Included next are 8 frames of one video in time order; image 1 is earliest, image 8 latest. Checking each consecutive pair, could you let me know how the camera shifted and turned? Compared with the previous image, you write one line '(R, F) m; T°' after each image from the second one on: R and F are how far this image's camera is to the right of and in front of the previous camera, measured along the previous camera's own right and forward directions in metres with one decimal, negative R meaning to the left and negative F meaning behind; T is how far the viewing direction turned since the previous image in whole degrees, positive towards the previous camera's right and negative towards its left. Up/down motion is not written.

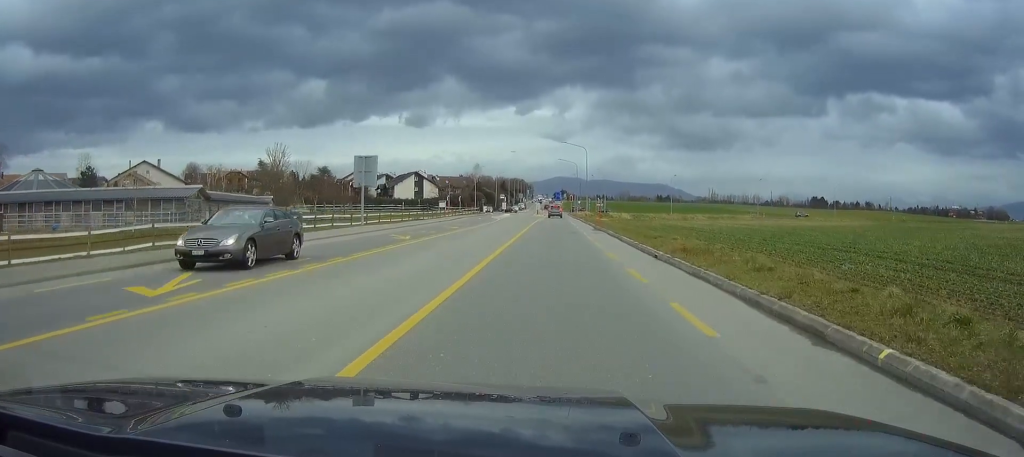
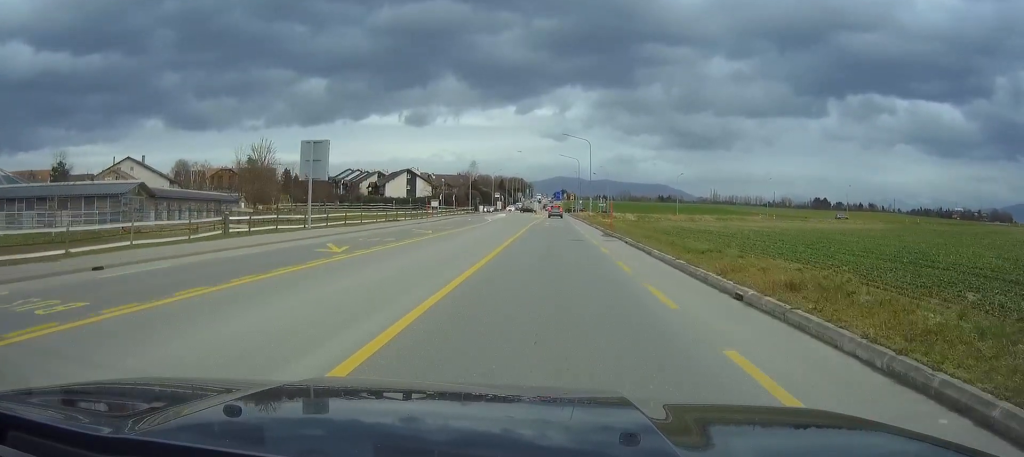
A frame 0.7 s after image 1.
(+0.1, +9.5) m; 0°
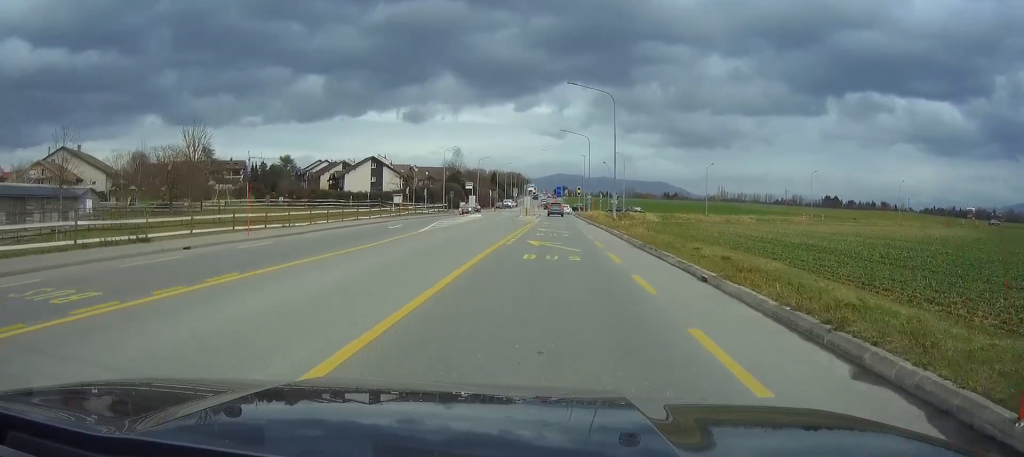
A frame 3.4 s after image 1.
(-0.2, +33.9) m; 0°
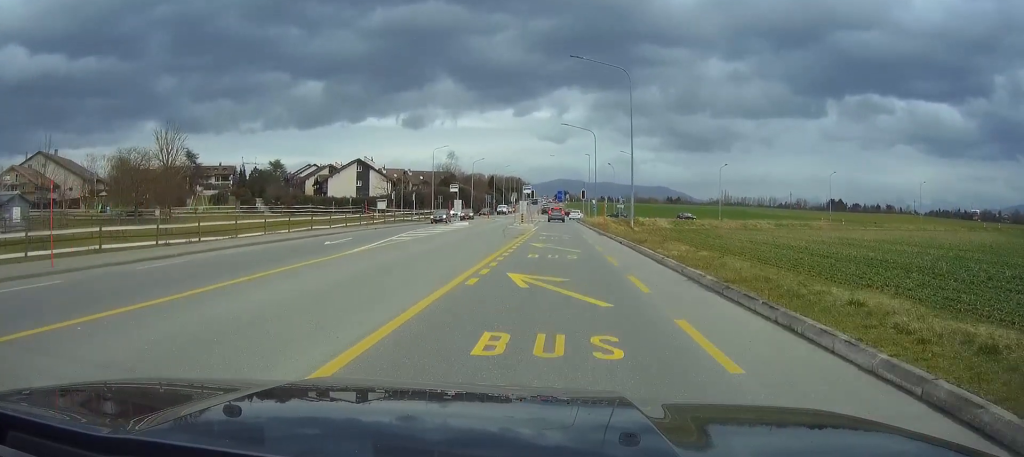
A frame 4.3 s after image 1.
(0.0, +10.6) m; 0°
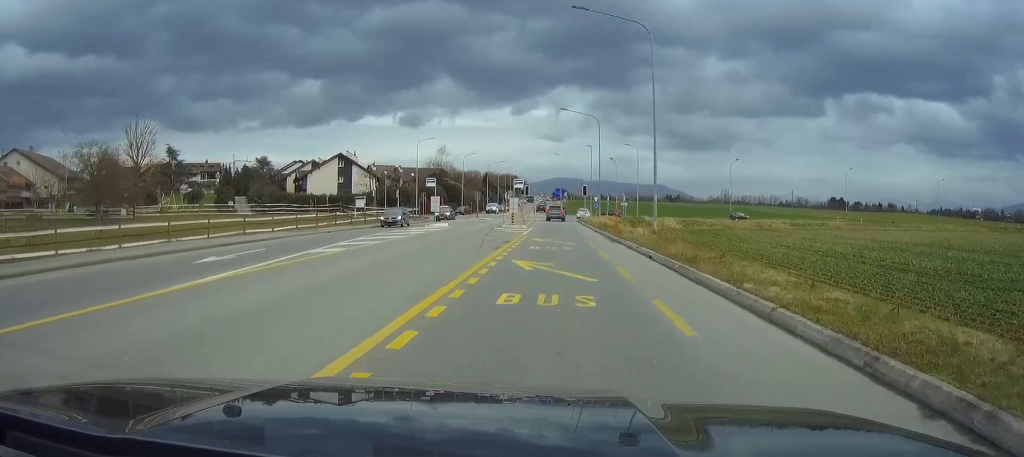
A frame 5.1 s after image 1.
(0.0, +9.6) m; 0°
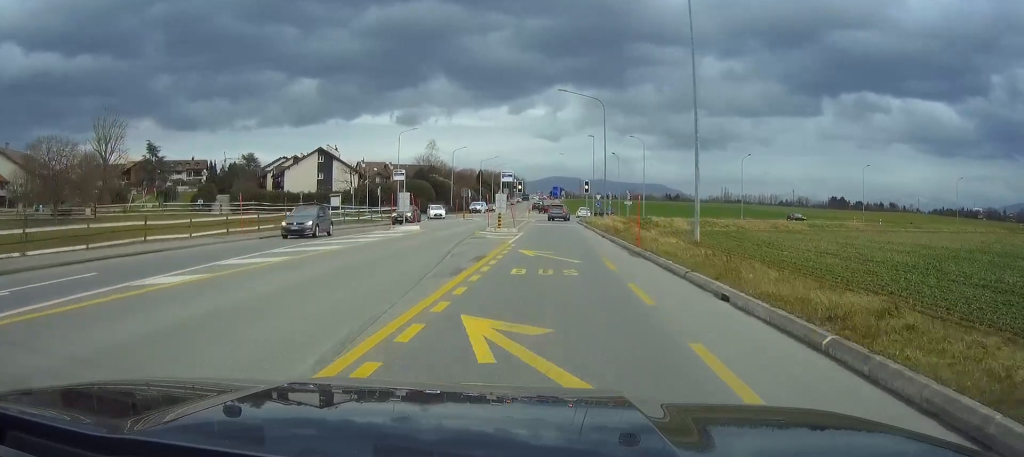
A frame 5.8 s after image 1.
(+0.1, +9.1) m; 0°
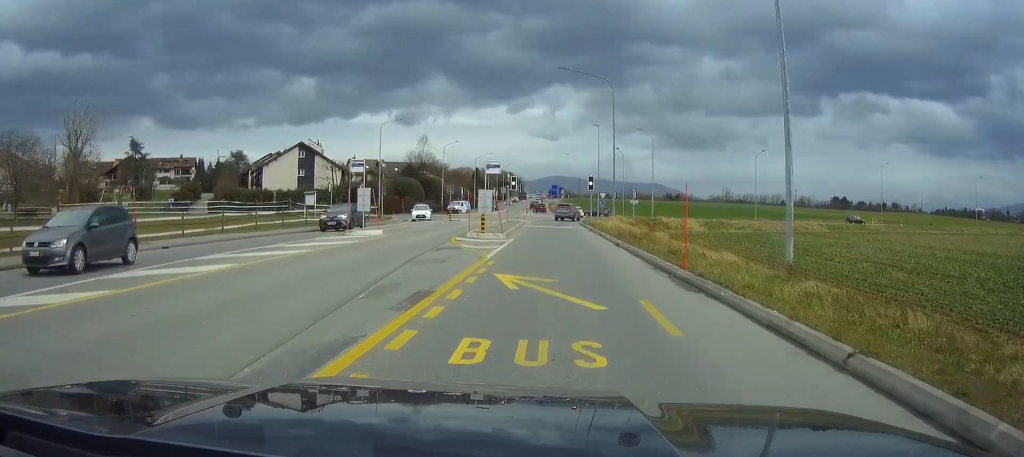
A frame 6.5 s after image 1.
(0.0, +8.2) m; 0°
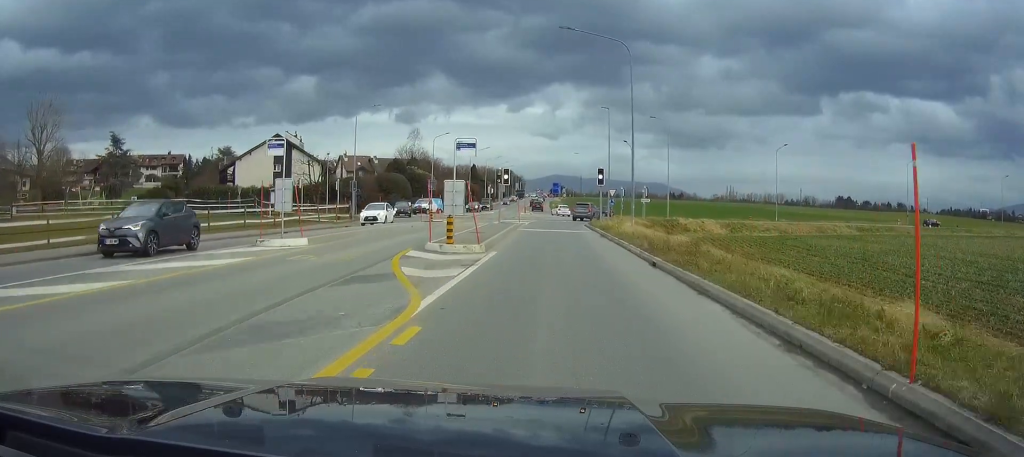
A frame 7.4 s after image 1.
(0.0, +9.5) m; 0°
